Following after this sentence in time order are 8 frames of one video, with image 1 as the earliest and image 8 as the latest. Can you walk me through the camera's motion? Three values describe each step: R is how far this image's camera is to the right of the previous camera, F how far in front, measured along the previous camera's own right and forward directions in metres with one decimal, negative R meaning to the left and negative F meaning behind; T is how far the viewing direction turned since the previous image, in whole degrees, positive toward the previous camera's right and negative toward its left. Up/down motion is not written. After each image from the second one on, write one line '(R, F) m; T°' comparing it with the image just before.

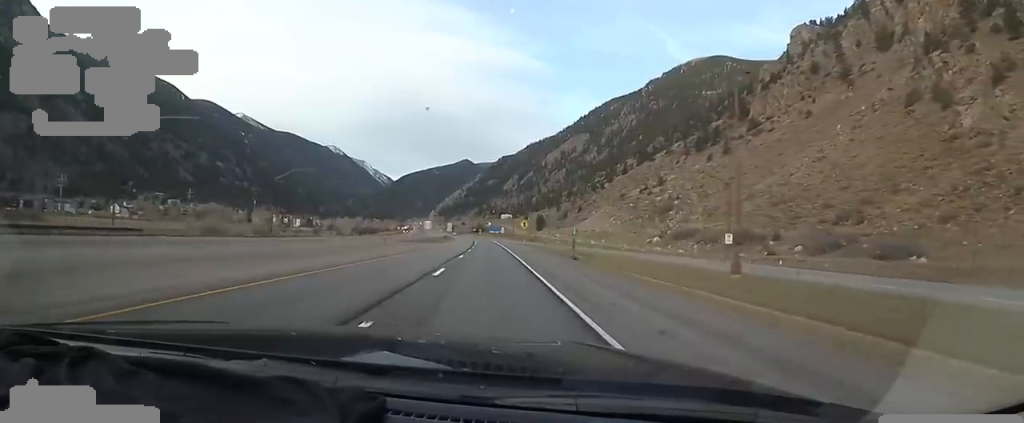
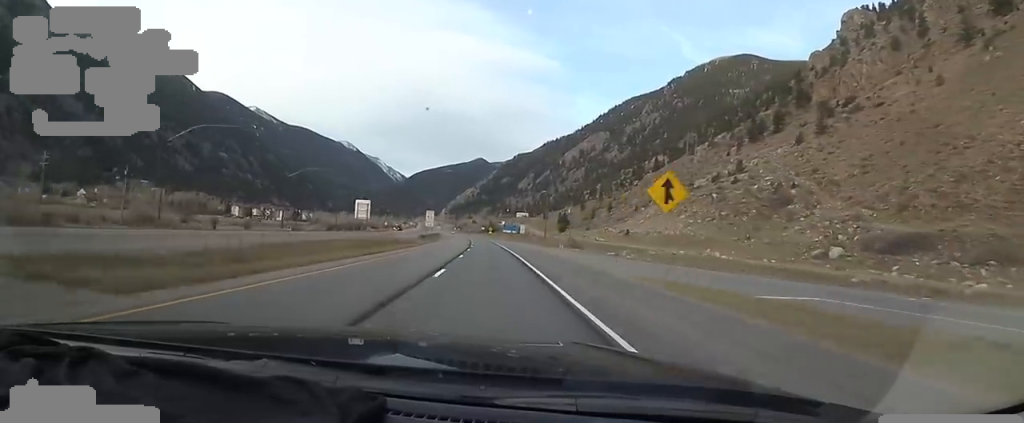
(-0.7, +60.9) m; -2°
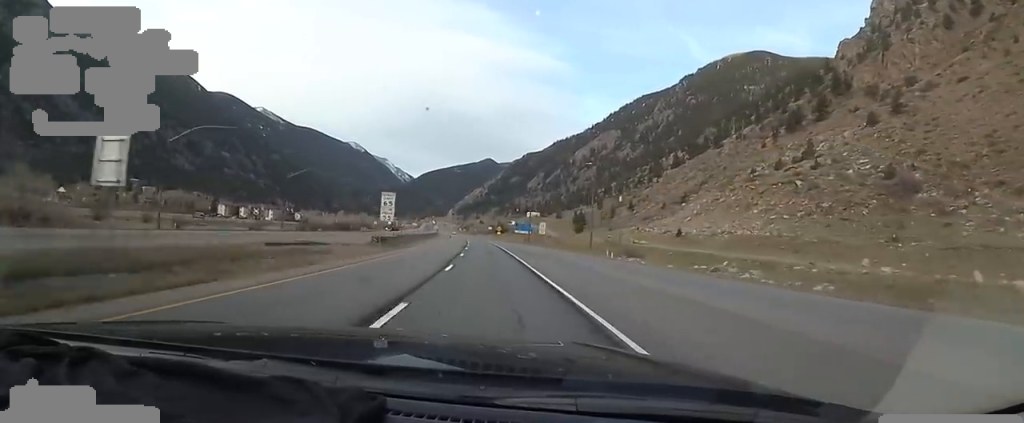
(-0.5, +33.1) m; -1°
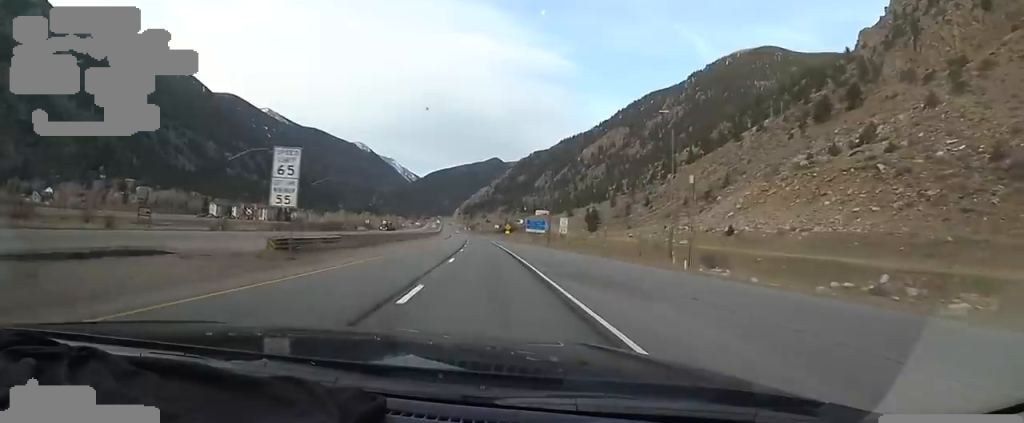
(-0.1, +20.8) m; -1°
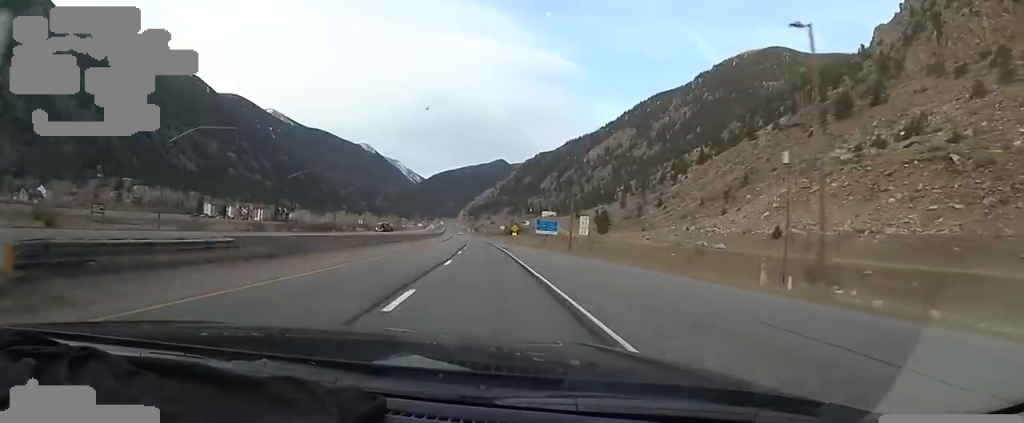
(+0.2, +13.6) m; -1°
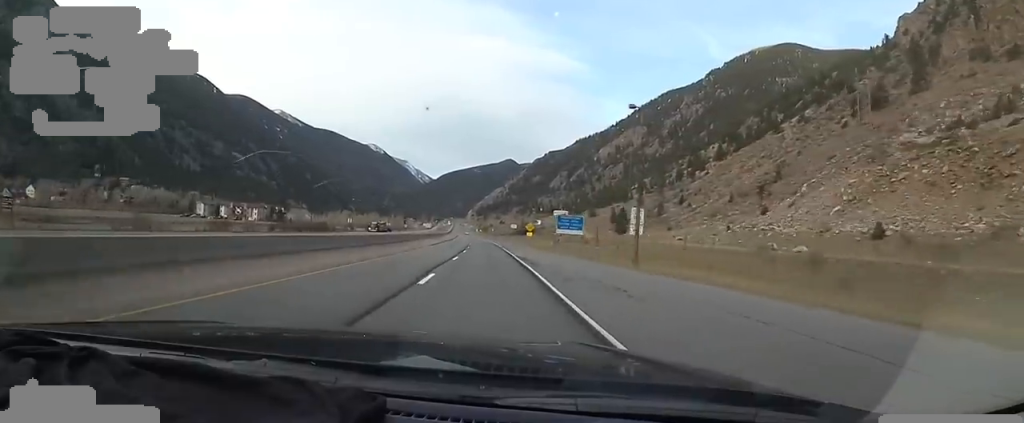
(-0.6, +19.8) m; -1°
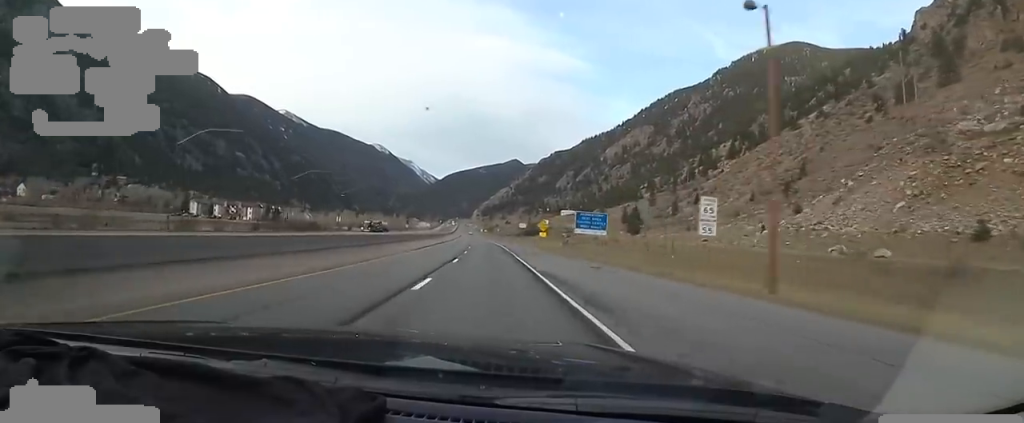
(-0.2, +13.6) m; -1°
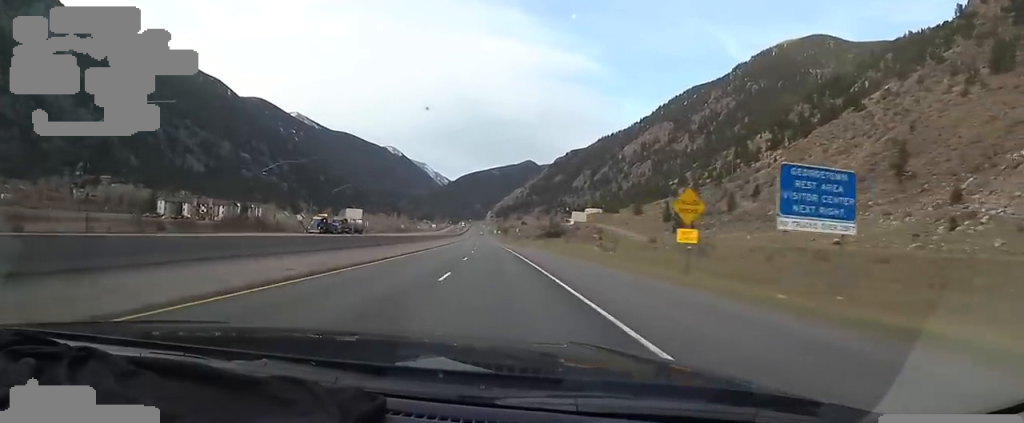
(-0.1, +46.1) m; 0°
